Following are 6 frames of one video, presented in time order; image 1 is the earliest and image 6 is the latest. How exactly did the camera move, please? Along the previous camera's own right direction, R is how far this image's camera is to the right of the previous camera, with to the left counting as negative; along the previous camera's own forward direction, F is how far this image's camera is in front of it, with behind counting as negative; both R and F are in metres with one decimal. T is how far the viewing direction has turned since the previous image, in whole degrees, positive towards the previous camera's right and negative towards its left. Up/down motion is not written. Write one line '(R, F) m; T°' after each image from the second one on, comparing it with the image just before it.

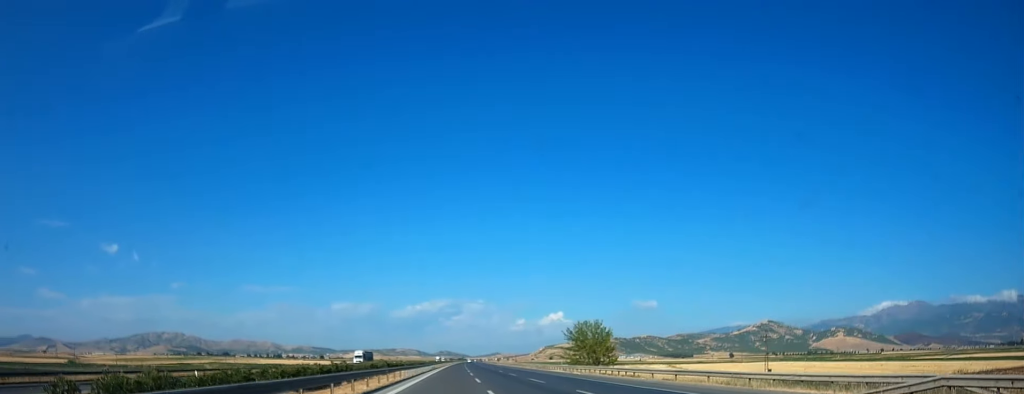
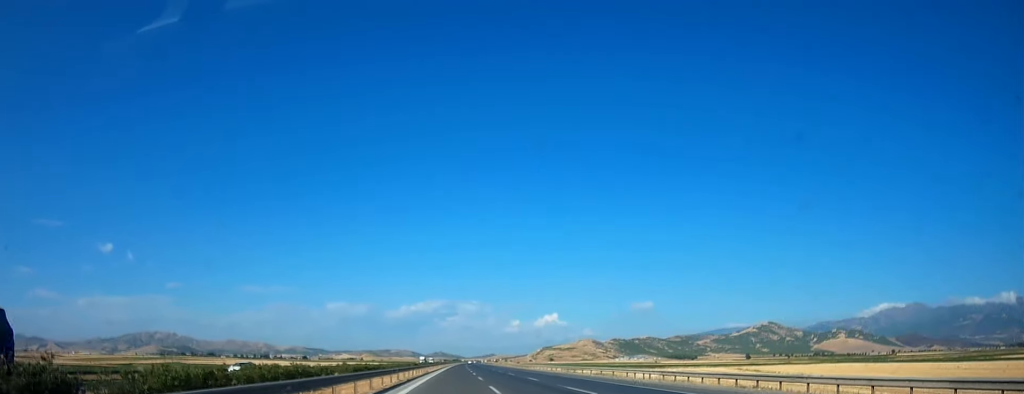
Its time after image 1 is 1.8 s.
(+0.1, +93.4) m; 0°
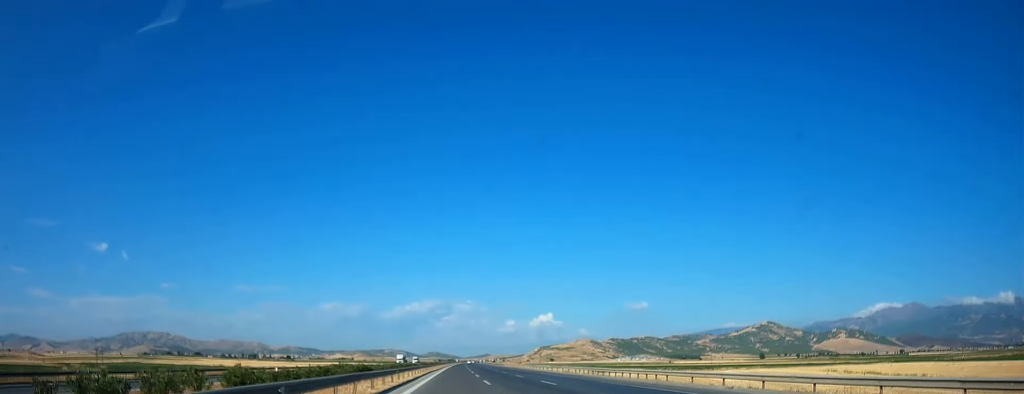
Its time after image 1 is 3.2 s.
(+0.5, +72.4) m; +1°
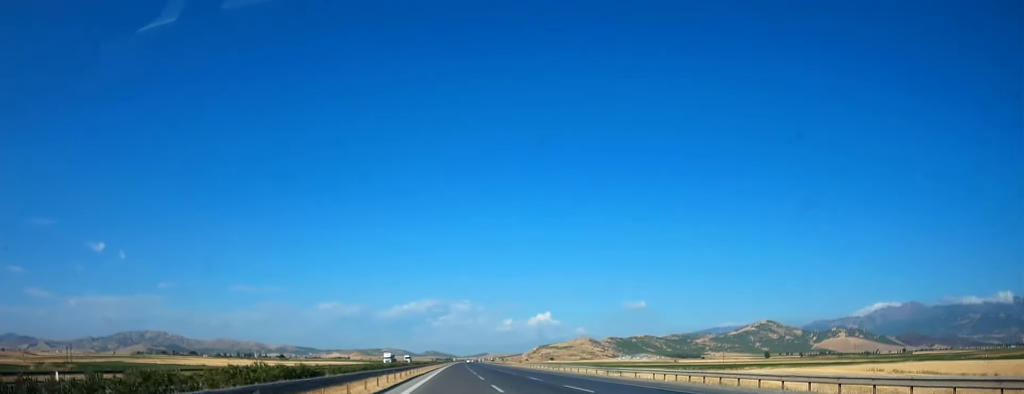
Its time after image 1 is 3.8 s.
(+0.1, +25.6) m; 0°
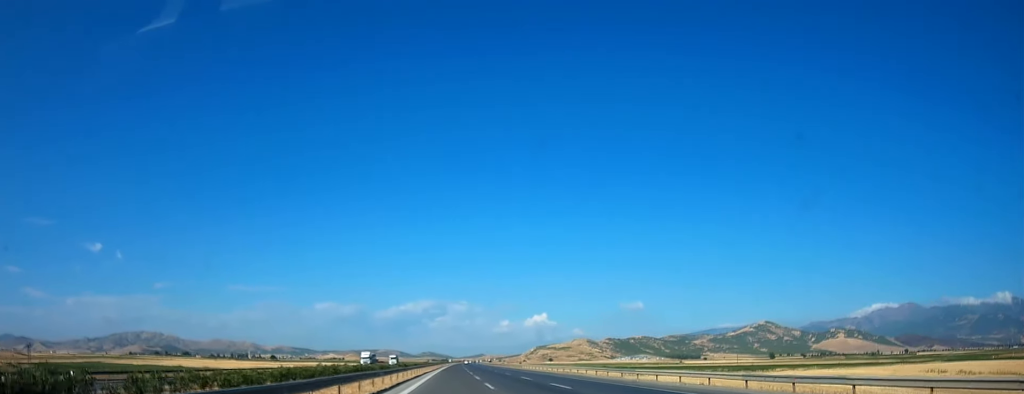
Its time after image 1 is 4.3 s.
(0.0, +29.0) m; 0°
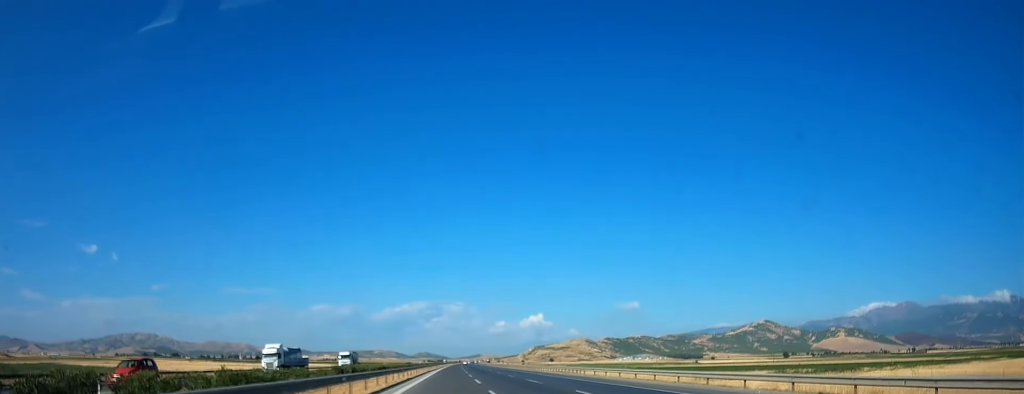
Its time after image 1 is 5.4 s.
(0.0, +56.6) m; +1°
